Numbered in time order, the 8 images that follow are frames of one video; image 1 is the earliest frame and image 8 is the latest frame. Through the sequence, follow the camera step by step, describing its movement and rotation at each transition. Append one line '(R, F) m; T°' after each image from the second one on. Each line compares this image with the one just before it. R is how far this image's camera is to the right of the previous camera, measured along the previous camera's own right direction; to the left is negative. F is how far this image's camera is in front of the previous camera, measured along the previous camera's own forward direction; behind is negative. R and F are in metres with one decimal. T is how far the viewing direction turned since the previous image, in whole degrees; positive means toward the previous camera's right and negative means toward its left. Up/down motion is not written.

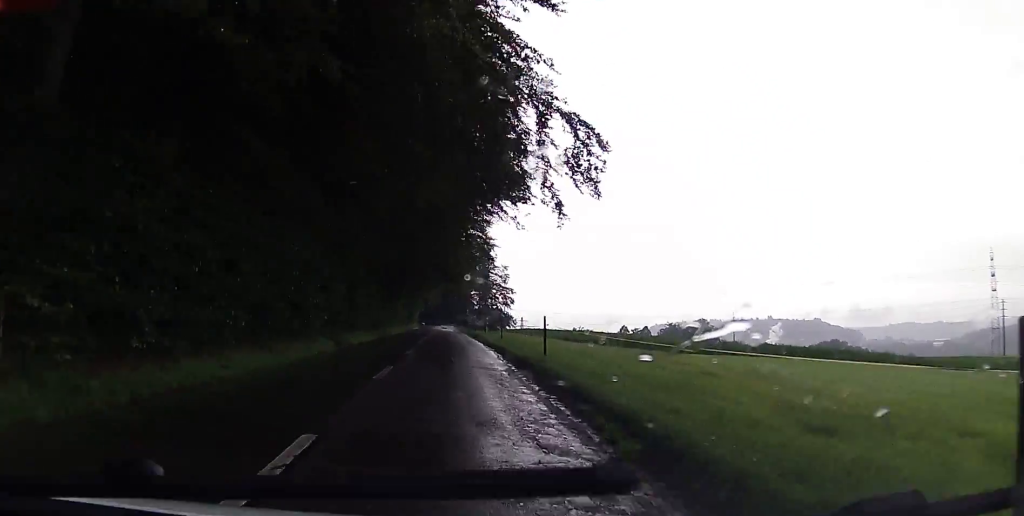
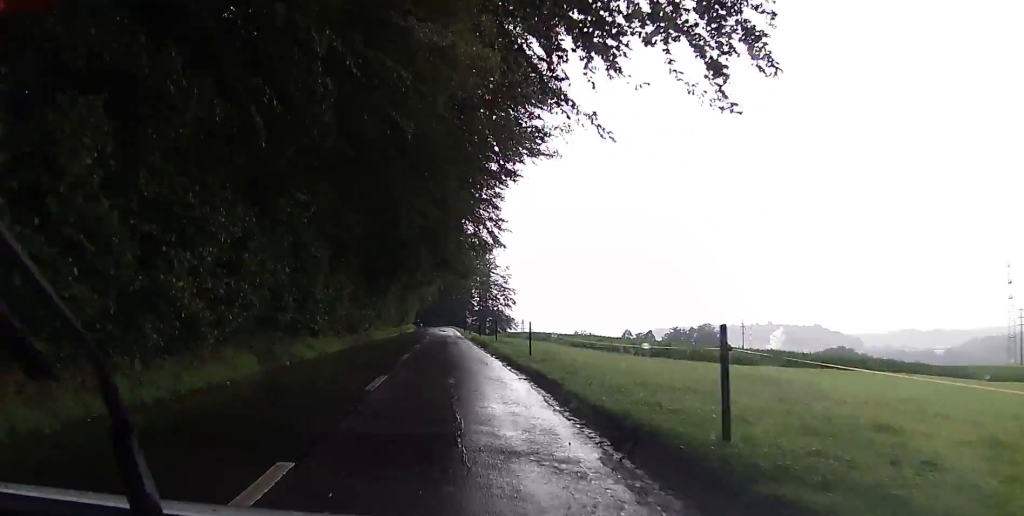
(0.0, +10.6) m; 0°
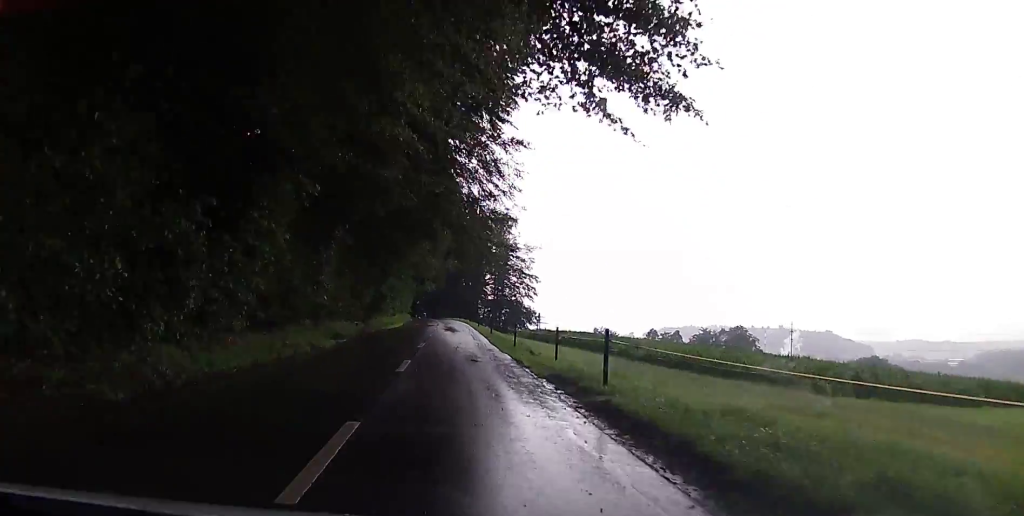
(0.0, +34.7) m; 0°
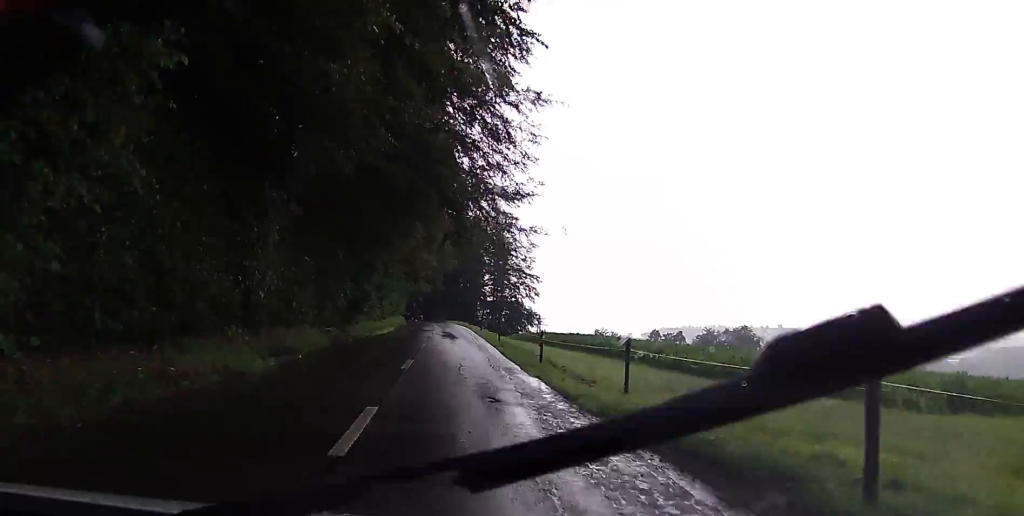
(0.0, +7.7) m; 0°
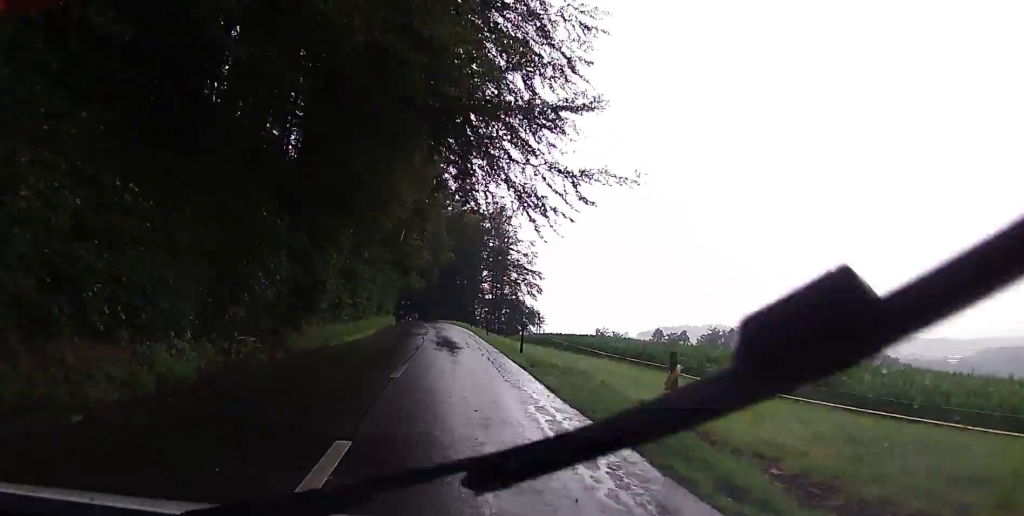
(0.0, +11.2) m; -1°
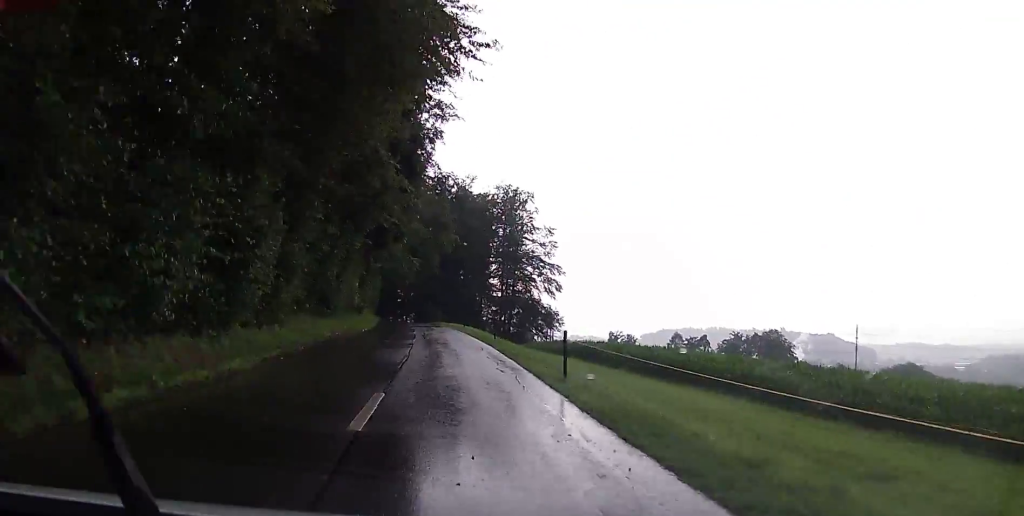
(-0.6, +23.5) m; -1°
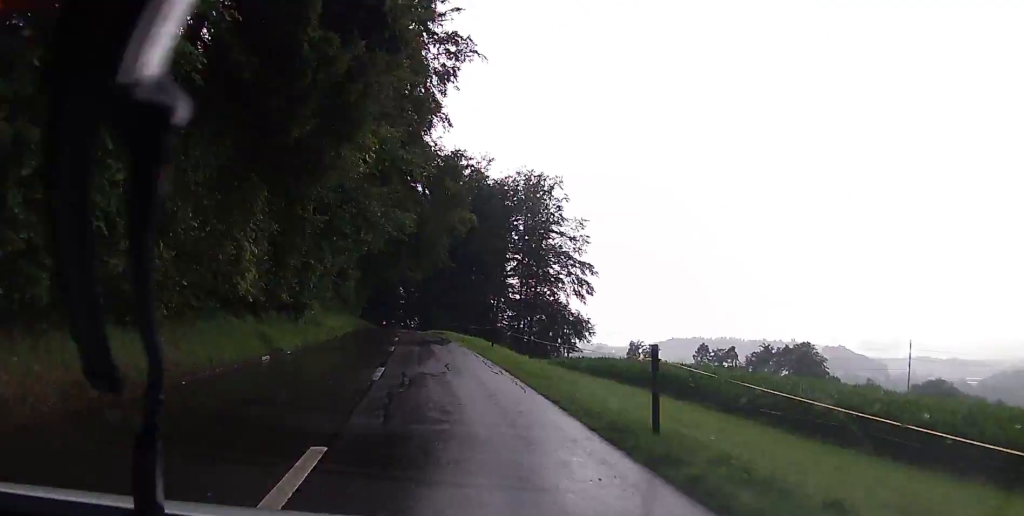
(+0.5, +22.0) m; 0°
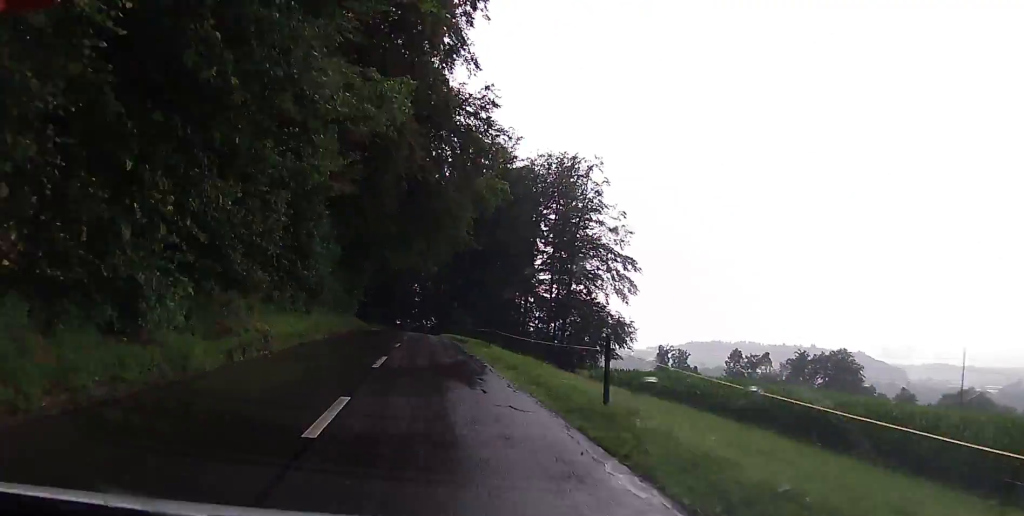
(-0.4, +15.1) m; -1°
